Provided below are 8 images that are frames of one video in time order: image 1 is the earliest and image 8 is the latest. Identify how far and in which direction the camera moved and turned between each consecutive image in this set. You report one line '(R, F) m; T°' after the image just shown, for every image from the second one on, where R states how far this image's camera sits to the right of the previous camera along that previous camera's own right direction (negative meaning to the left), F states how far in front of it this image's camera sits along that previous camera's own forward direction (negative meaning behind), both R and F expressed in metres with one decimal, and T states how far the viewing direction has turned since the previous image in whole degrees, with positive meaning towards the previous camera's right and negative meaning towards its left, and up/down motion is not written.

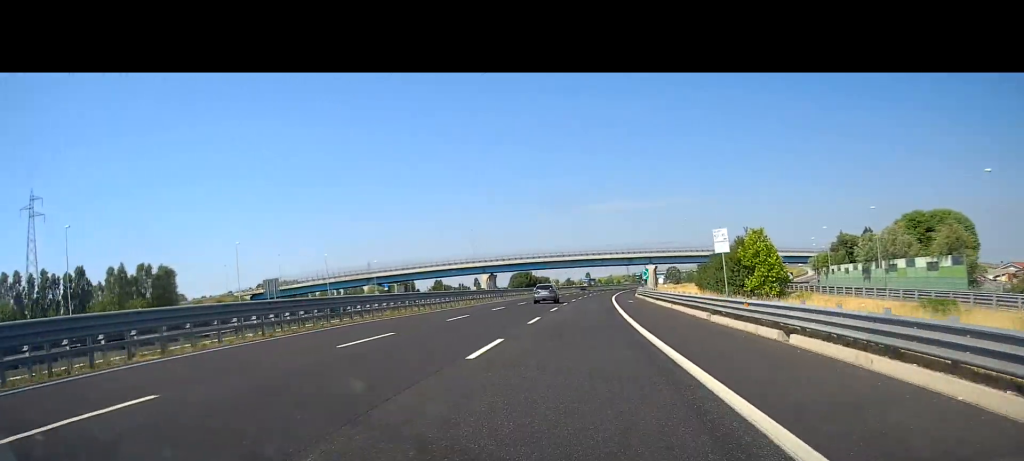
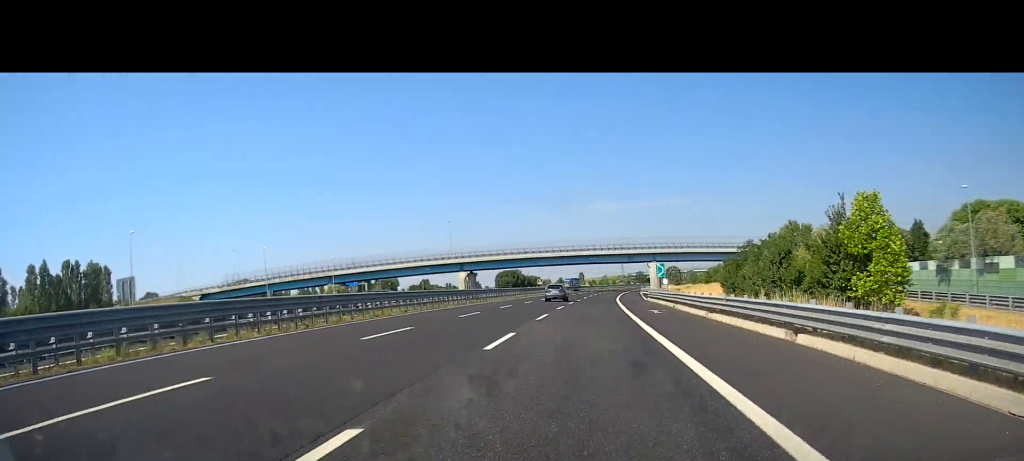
(0.0, +22.6) m; 0°
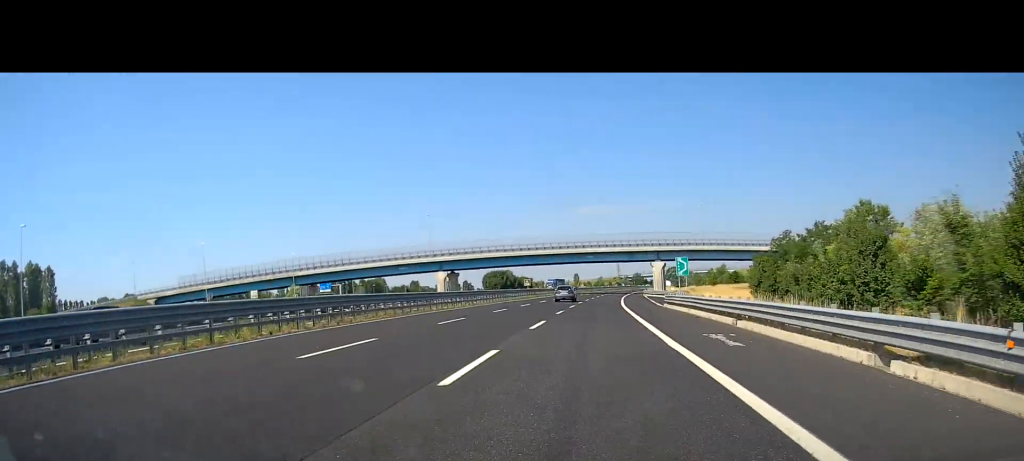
(0.0, +16.6) m; +1°
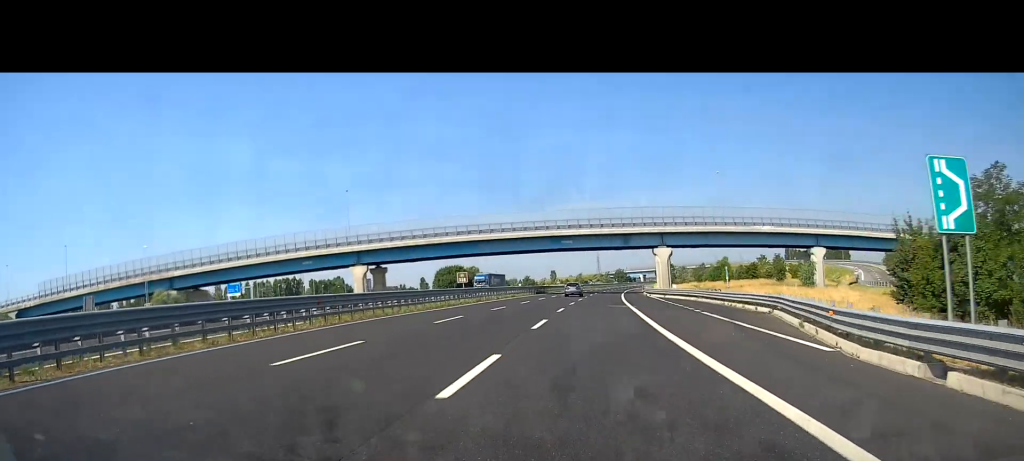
(+0.9, +37.5) m; +2°
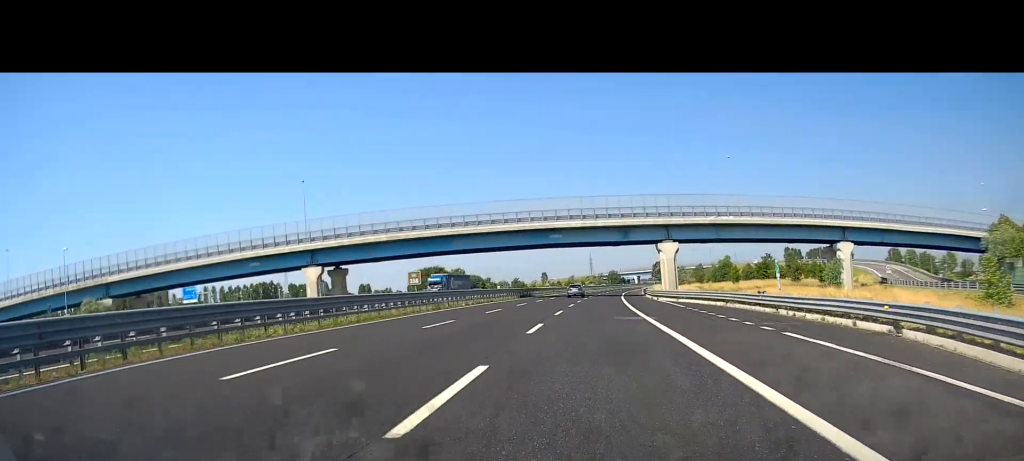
(+0.1, +14.0) m; 0°
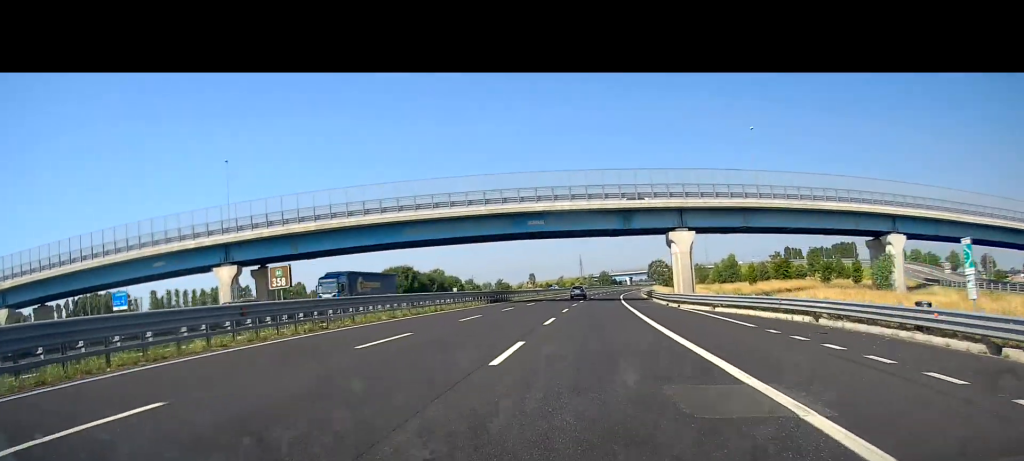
(-0.2, +18.4) m; 0°
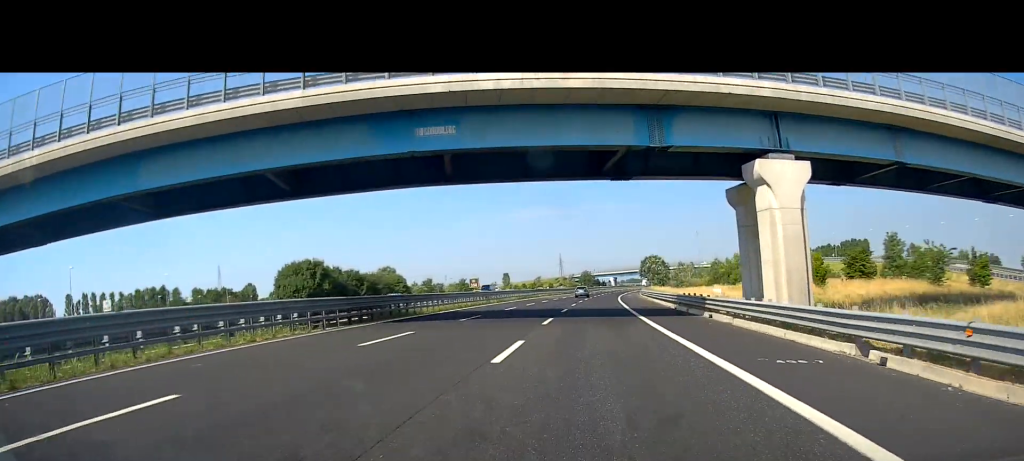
(+0.6, +36.1) m; +1°
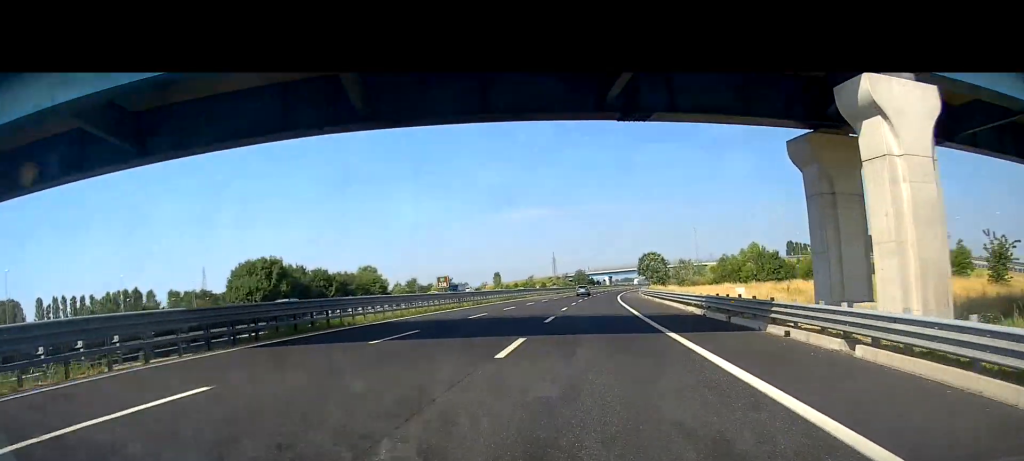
(0.0, +11.4) m; 0°
